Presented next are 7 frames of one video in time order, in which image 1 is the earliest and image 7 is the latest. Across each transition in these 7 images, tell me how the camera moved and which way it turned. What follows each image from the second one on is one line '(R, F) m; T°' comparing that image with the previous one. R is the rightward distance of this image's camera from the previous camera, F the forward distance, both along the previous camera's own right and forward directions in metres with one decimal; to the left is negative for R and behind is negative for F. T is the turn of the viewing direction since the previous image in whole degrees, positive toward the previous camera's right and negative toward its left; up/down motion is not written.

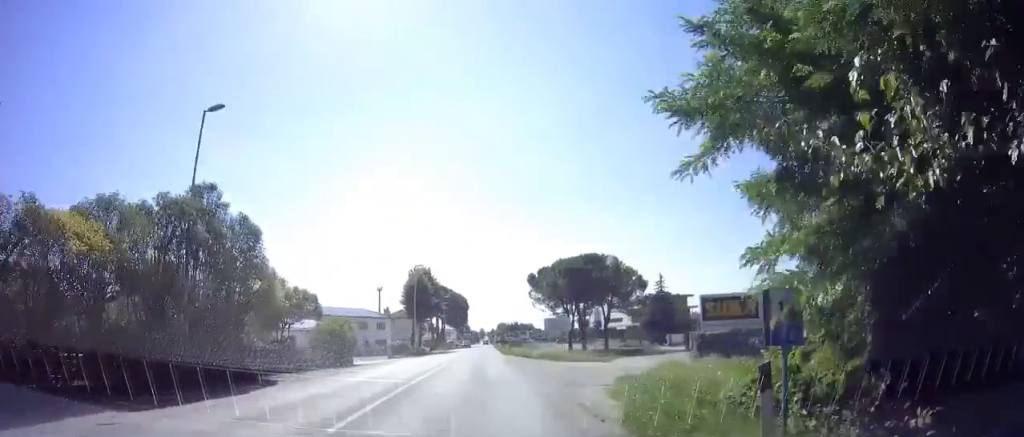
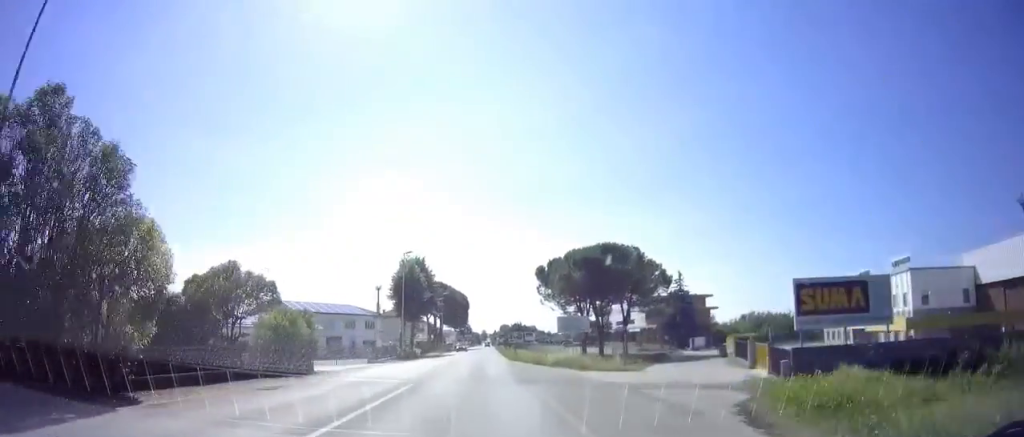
(-0.3, +10.0) m; -1°
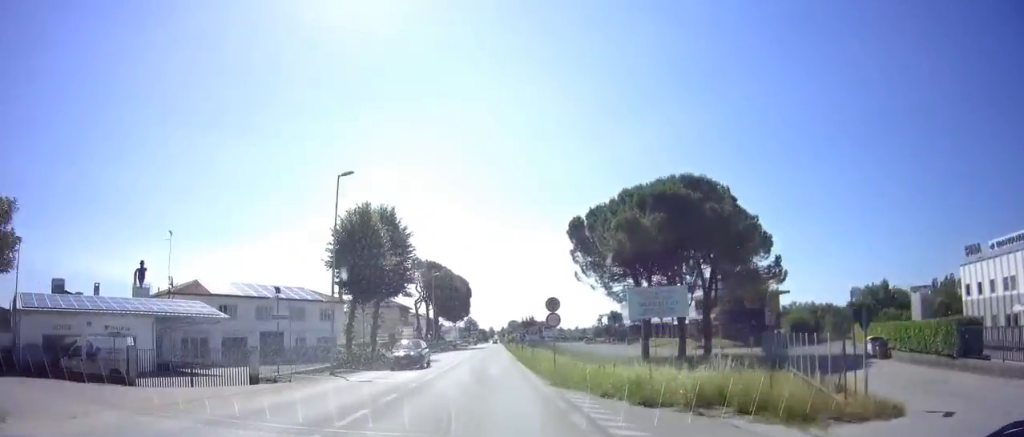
(0.0, +23.7) m; 0°
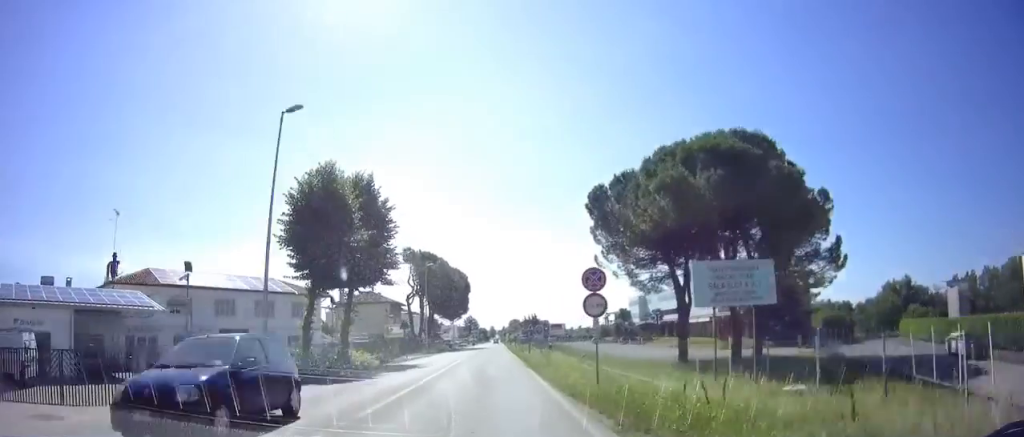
(0.0, +8.3) m; +1°
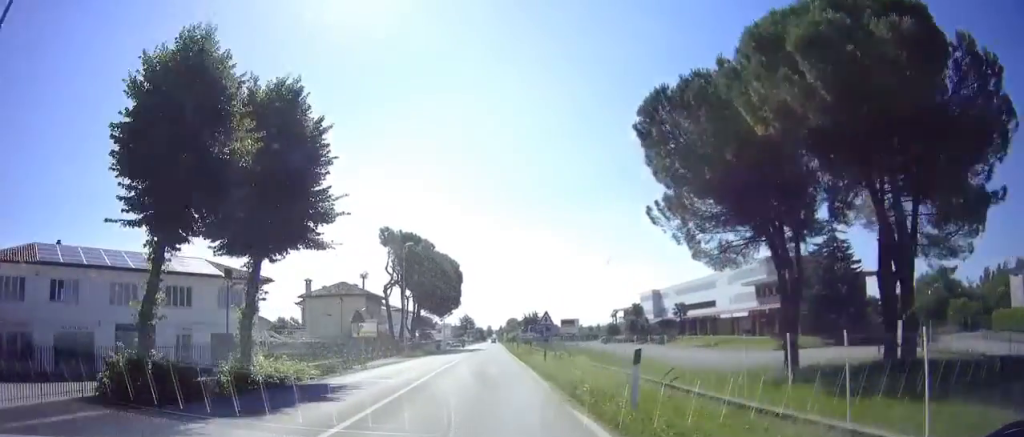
(+0.1, +13.3) m; 0°
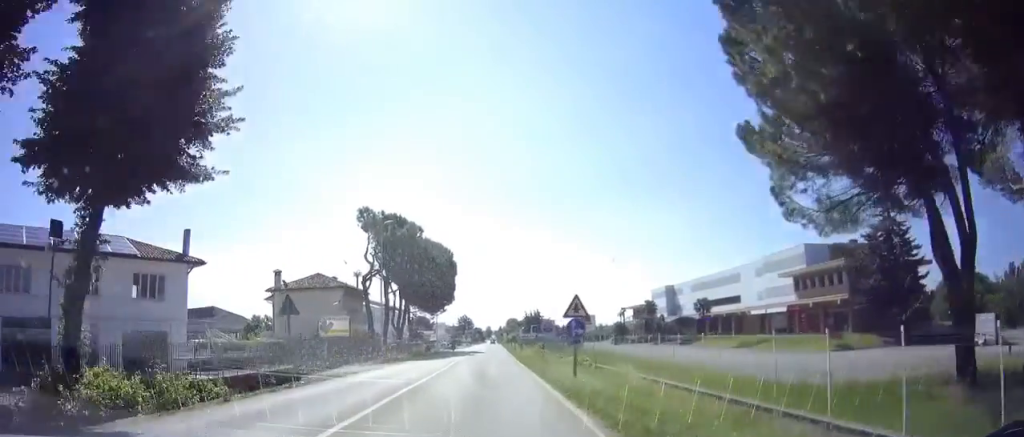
(+0.2, +9.5) m; 0°
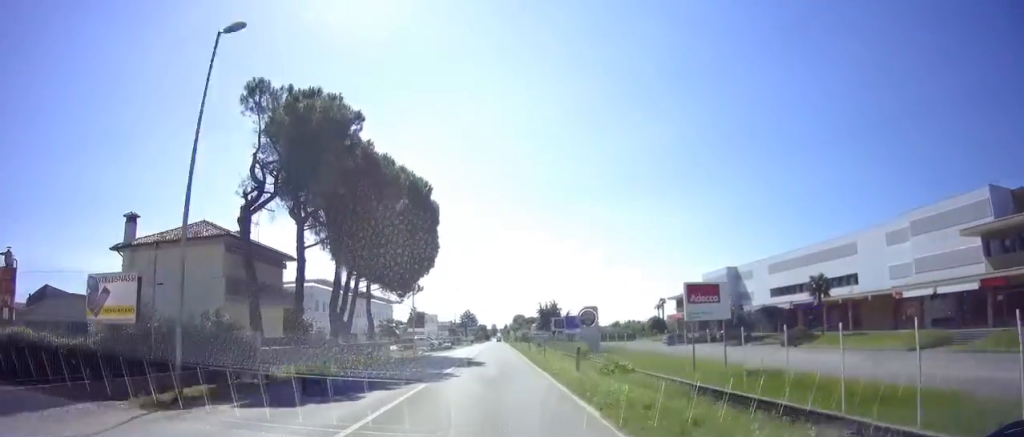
(-0.6, +26.8) m; -2°
